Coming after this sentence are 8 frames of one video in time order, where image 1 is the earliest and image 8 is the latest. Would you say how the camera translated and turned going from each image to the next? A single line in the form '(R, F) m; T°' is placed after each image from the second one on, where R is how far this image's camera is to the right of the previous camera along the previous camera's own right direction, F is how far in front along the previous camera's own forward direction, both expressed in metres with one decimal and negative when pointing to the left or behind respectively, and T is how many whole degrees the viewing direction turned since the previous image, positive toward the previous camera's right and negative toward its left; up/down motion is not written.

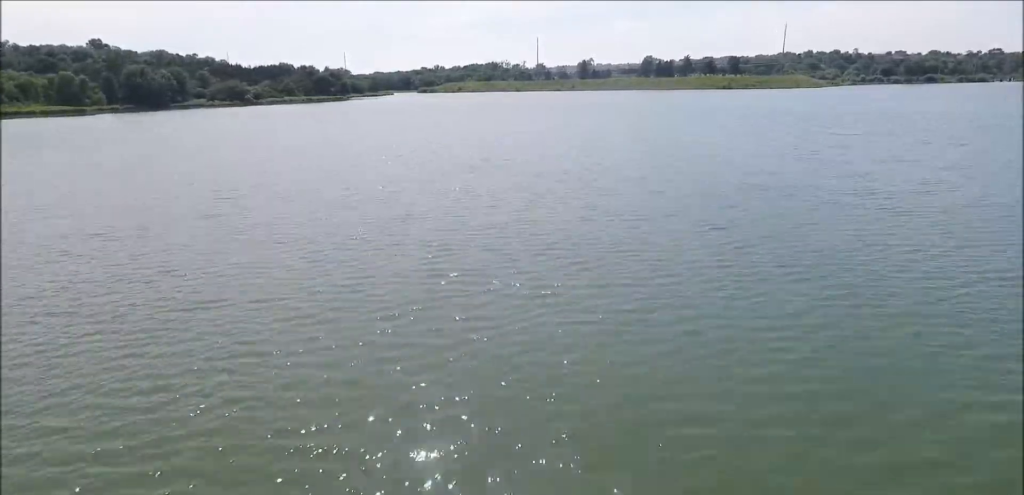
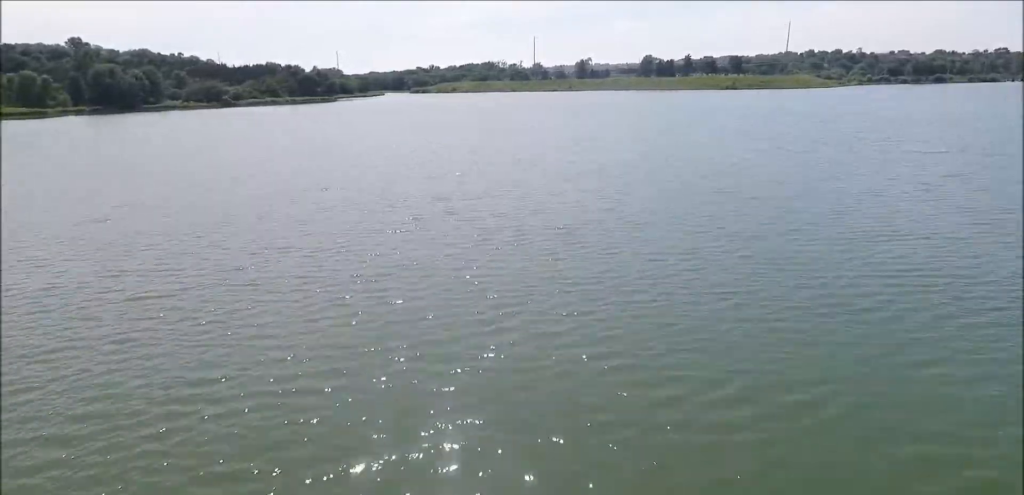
(-0.1, +12.5) m; 0°
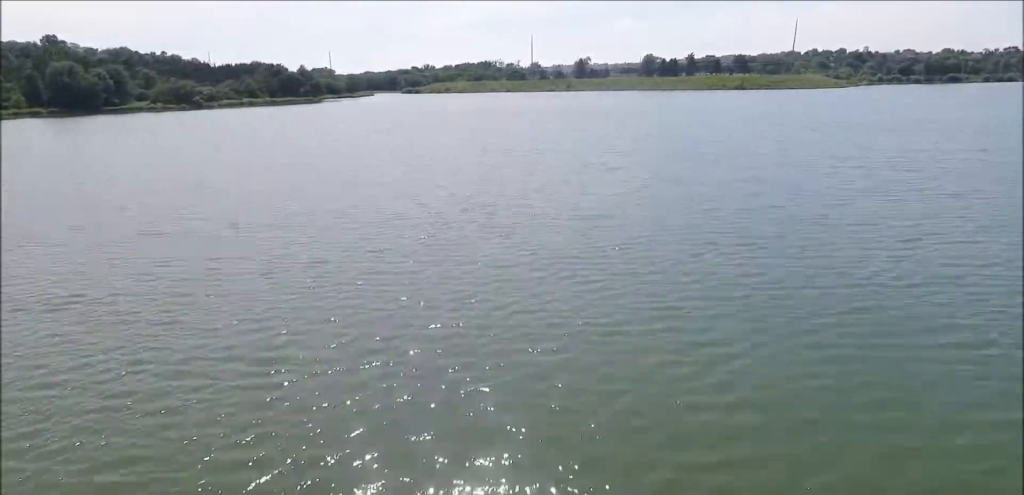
(0.0, +16.4) m; +1°
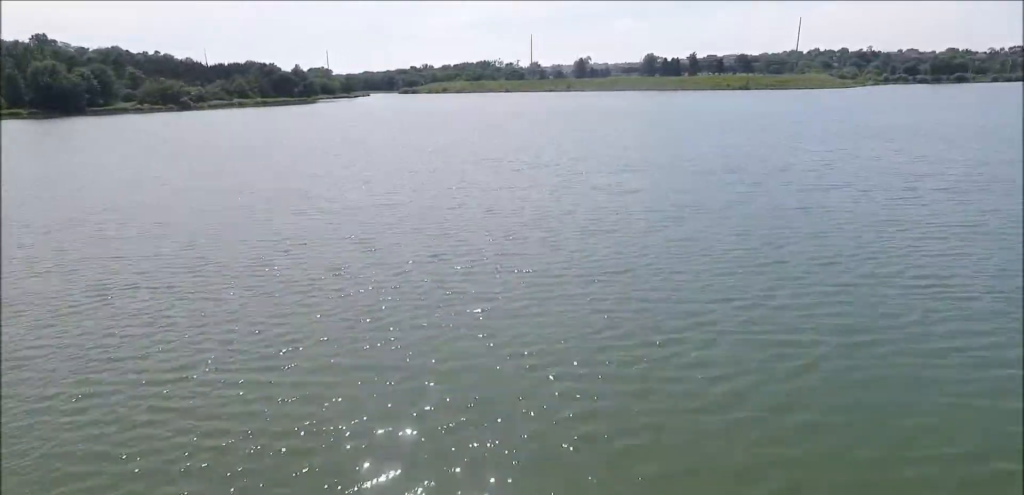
(0.0, +6.5) m; 0°
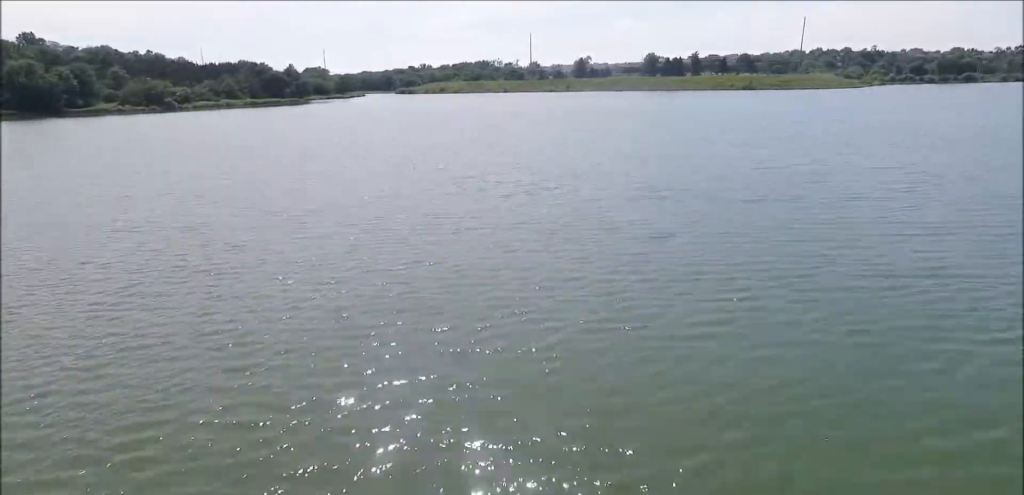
(+0.1, +7.5) m; 0°
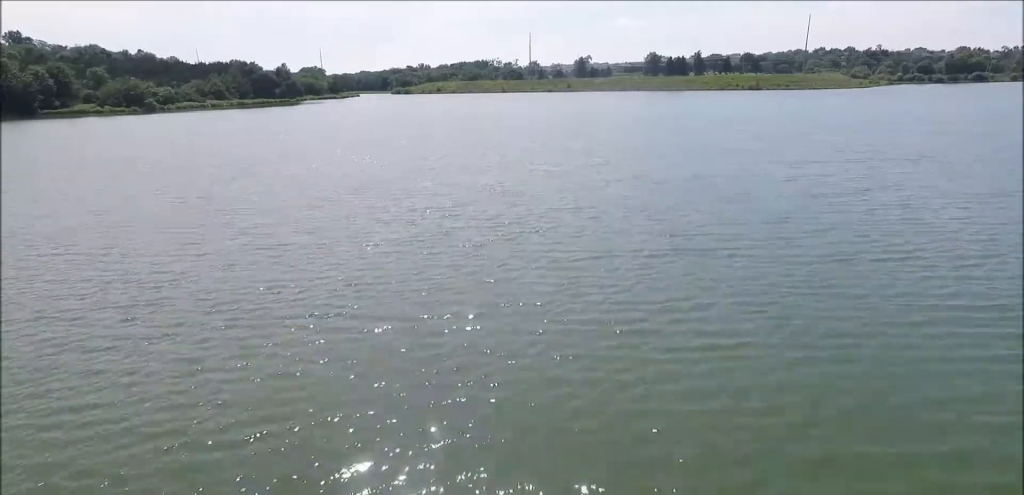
(0.0, +7.9) m; +1°
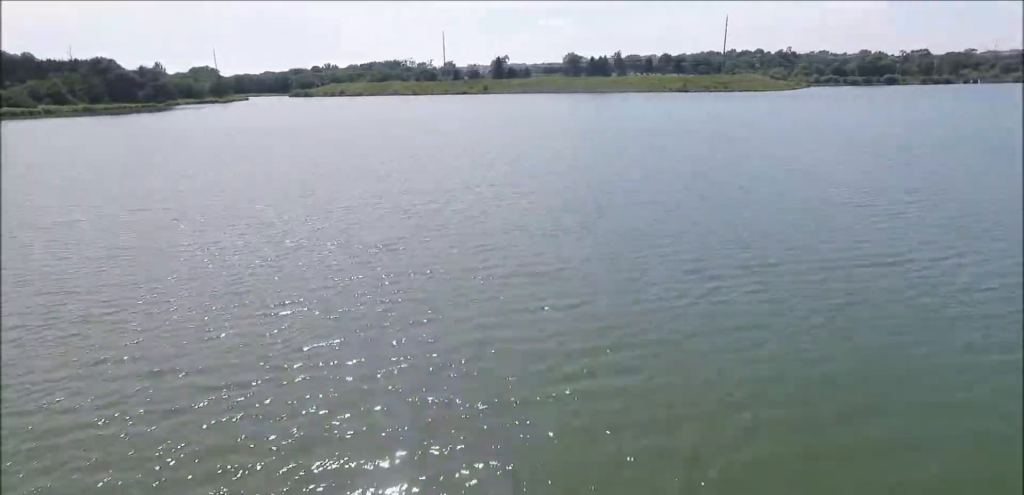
(+1.4, +25.1) m; +6°
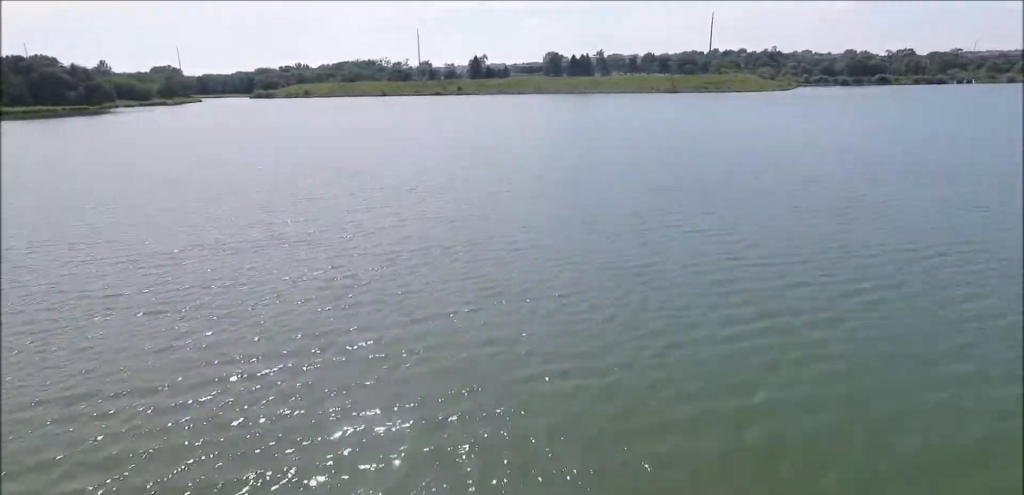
(+0.5, +17.8) m; +2°
